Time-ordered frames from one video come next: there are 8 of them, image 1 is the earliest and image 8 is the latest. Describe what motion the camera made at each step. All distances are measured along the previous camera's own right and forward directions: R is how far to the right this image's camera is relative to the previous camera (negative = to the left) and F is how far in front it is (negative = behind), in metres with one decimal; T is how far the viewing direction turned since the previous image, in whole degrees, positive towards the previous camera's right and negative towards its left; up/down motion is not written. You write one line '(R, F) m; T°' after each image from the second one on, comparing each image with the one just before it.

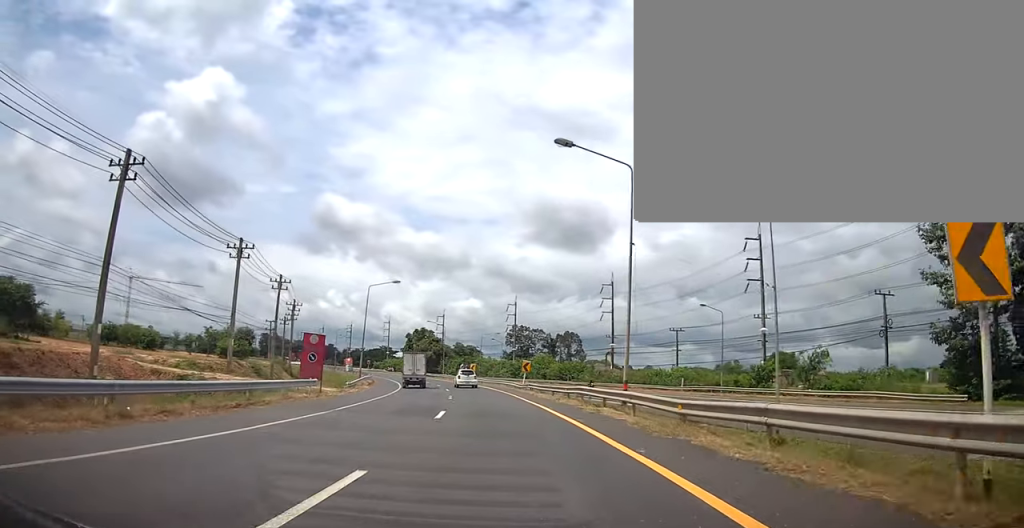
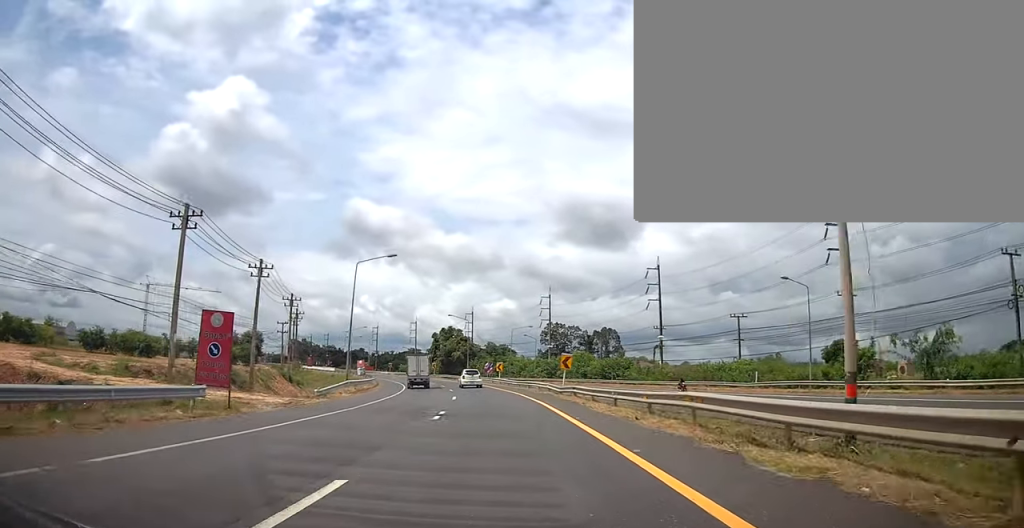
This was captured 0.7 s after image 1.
(+0.4, +12.8) m; 0°
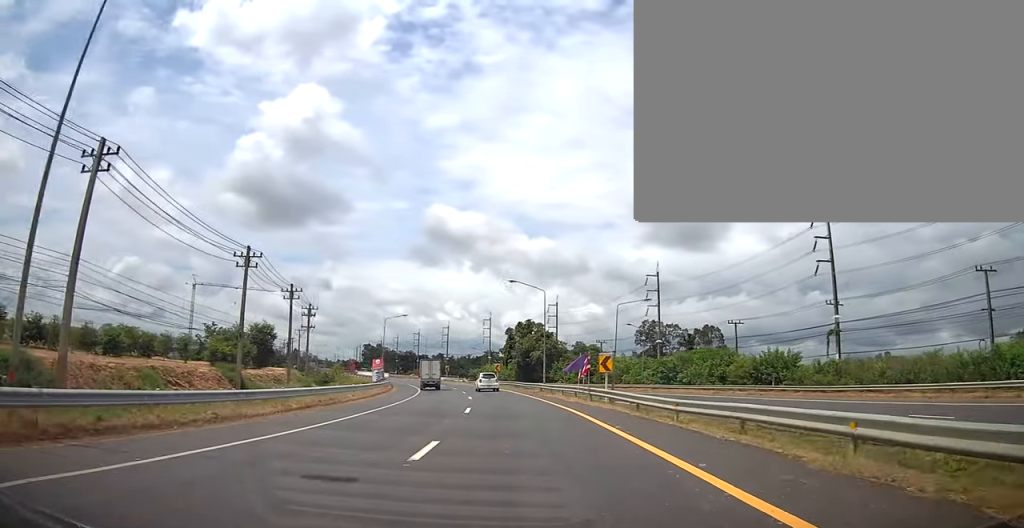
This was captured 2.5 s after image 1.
(-1.2, +31.8) m; -5°
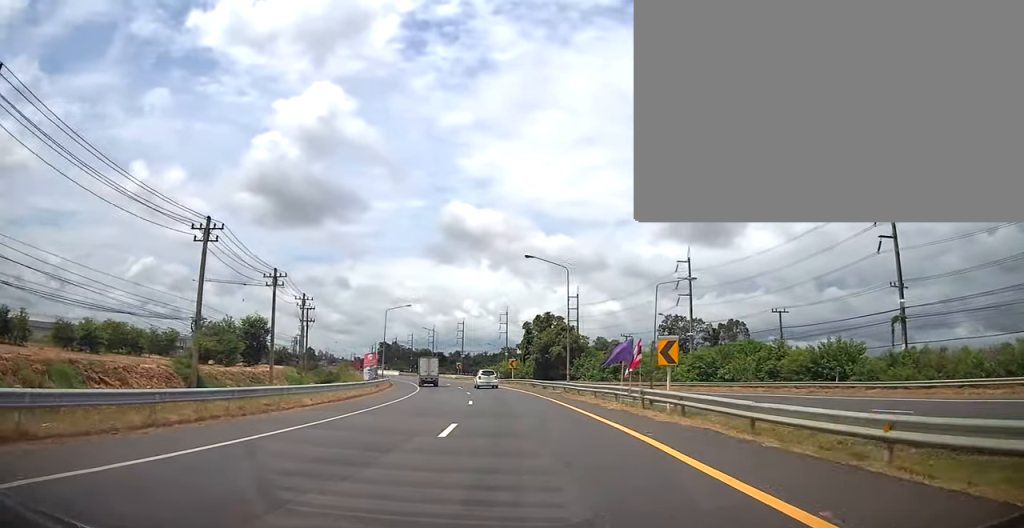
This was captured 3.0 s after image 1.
(-0.3, +8.6) m; -3°
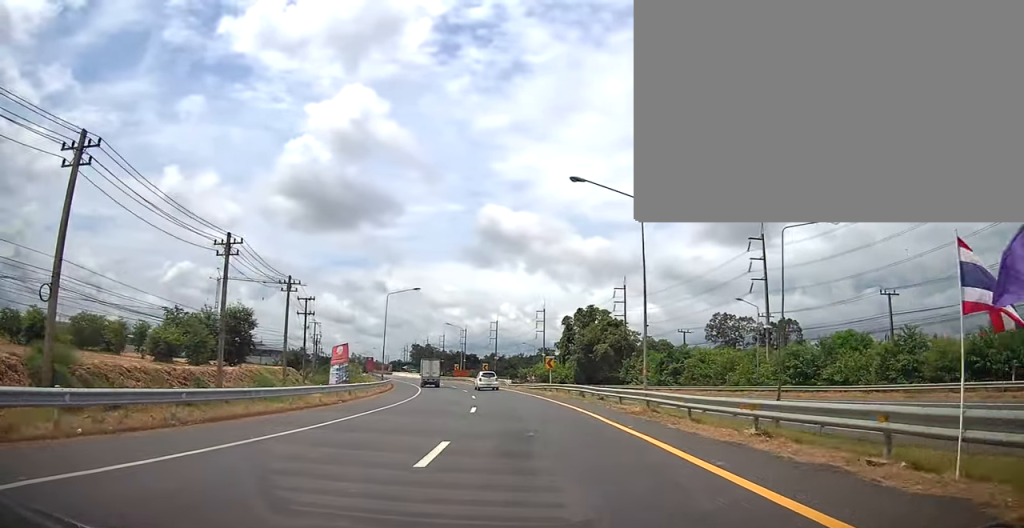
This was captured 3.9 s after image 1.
(-0.7, +15.4) m; -6°
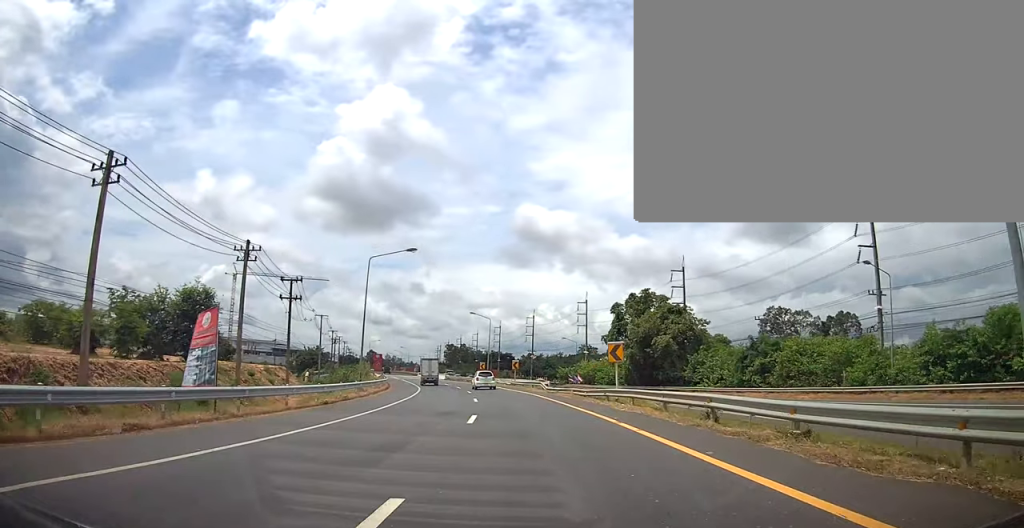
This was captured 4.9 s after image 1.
(-0.9, +16.9) m; -4°
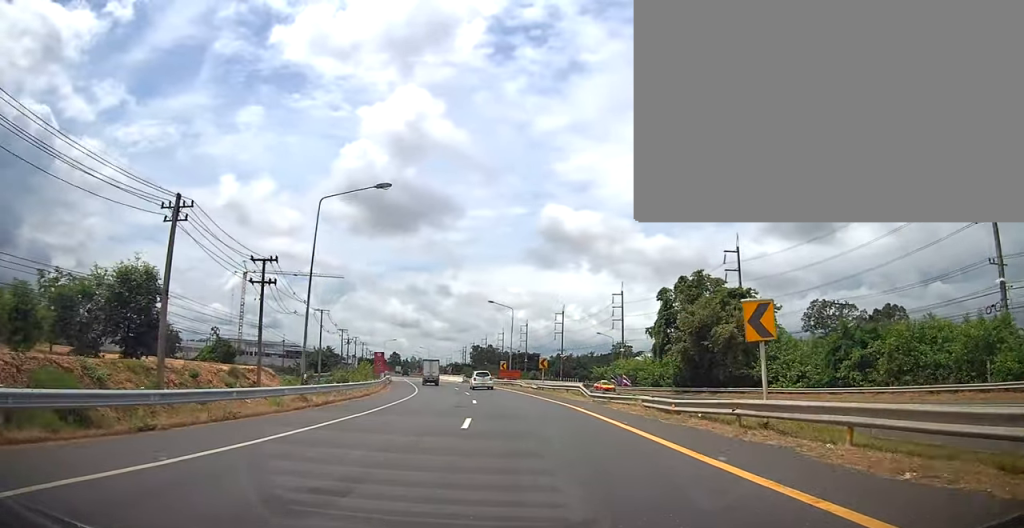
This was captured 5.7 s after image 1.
(-0.5, +13.1) m; 0°
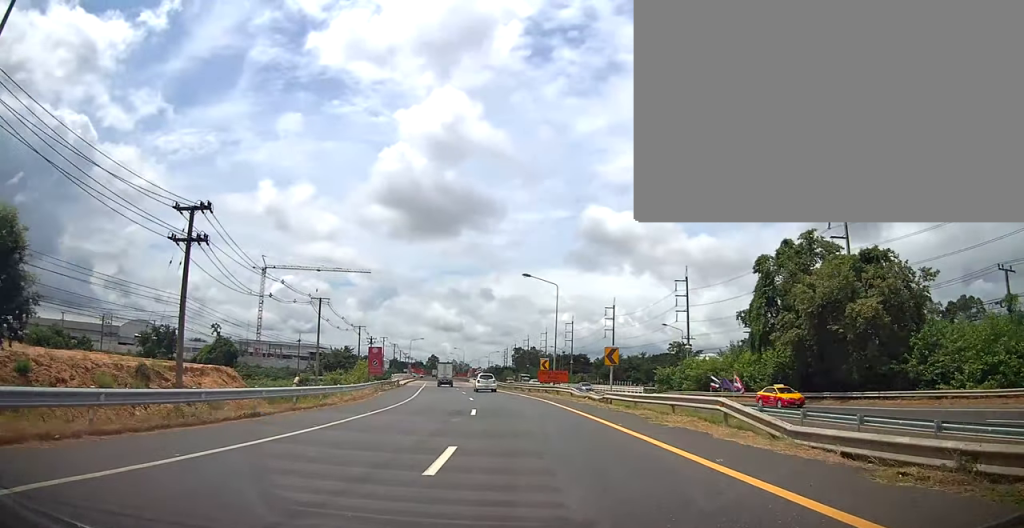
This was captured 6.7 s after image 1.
(+0.5, +18.3) m; -4°
